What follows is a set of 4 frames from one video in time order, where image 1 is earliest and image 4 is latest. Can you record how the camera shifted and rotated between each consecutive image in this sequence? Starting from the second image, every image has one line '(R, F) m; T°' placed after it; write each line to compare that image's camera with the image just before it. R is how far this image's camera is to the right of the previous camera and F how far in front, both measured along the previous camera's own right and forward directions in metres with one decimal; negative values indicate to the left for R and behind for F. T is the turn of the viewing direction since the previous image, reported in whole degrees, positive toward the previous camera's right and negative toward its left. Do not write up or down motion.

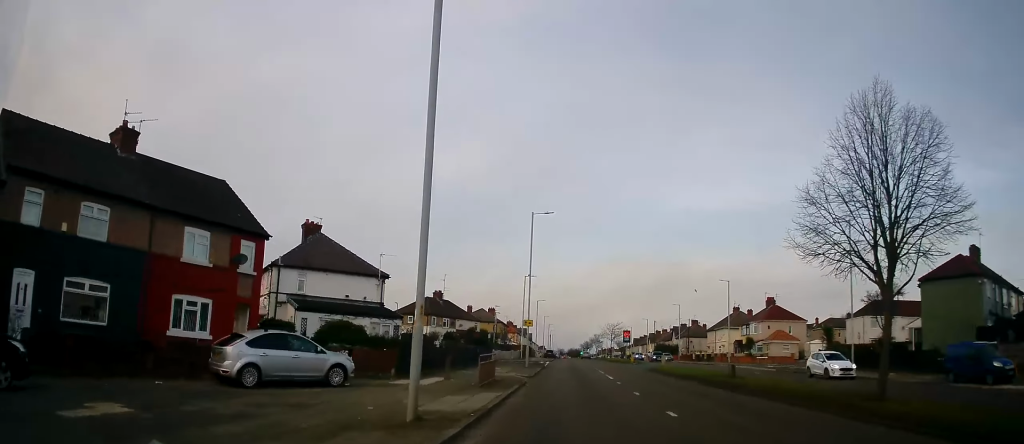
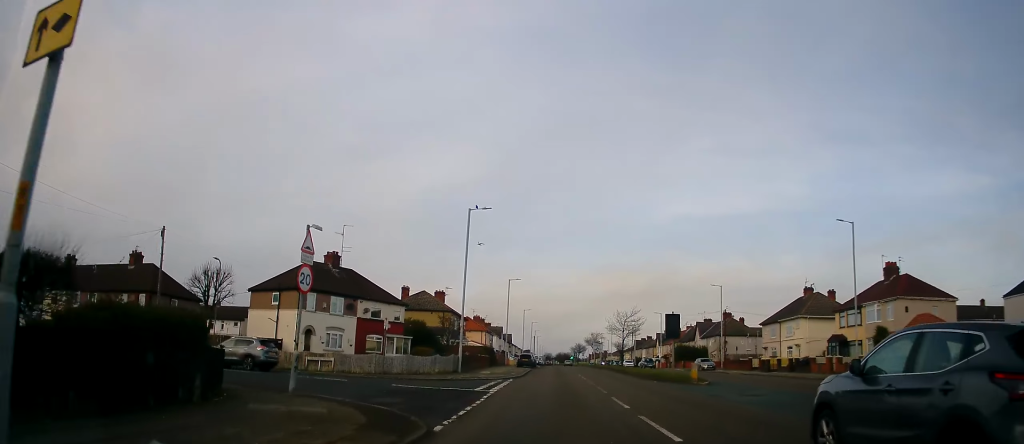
(+0.4, +37.0) m; +2°
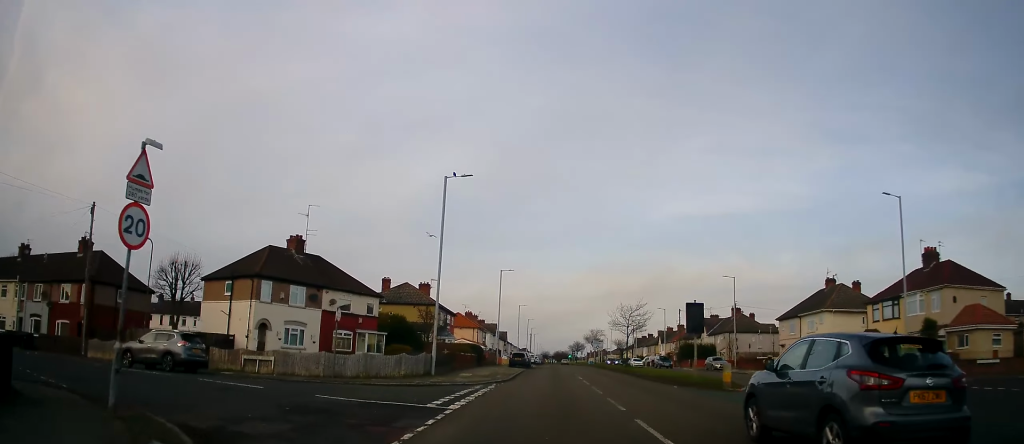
(+0.1, +6.9) m; +1°
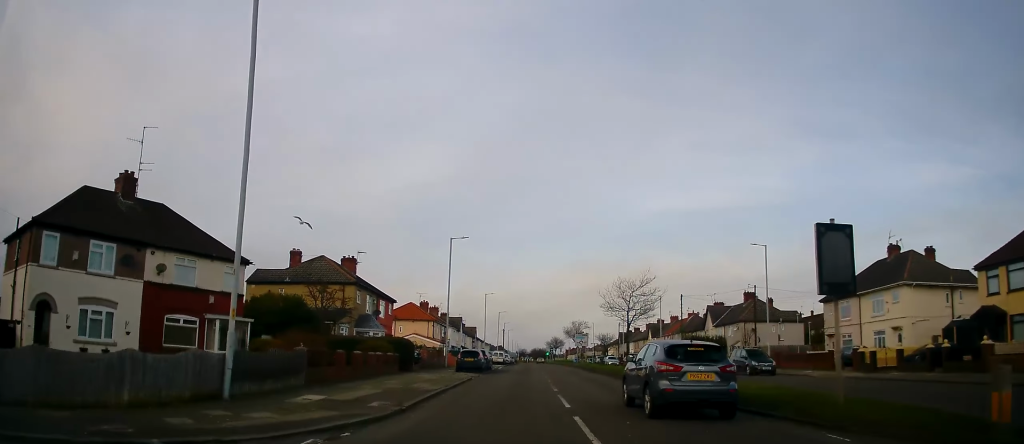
(-0.1, +17.9) m; +1°
